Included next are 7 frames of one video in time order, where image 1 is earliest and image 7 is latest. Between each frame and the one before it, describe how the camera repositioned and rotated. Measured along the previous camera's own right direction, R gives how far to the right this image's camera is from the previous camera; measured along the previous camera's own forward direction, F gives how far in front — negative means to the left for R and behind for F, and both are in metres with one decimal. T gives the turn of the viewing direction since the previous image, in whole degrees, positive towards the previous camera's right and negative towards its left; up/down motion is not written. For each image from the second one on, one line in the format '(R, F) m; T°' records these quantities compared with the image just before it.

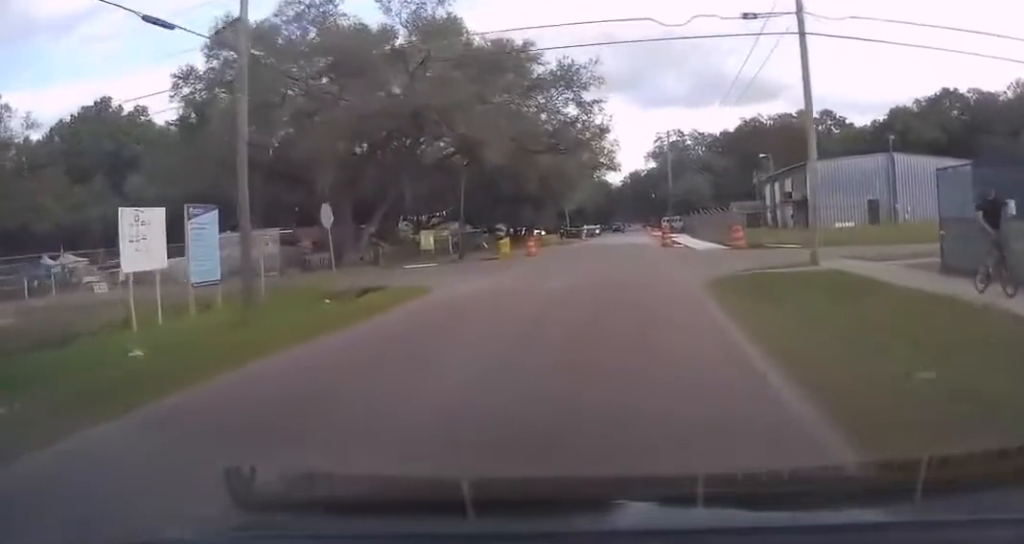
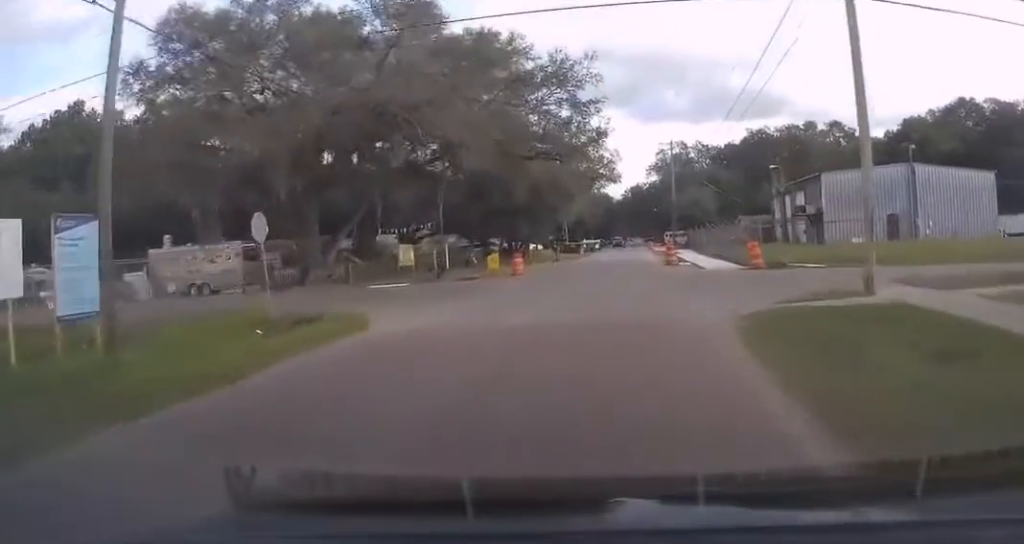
(0.0, +4.6) m; 0°
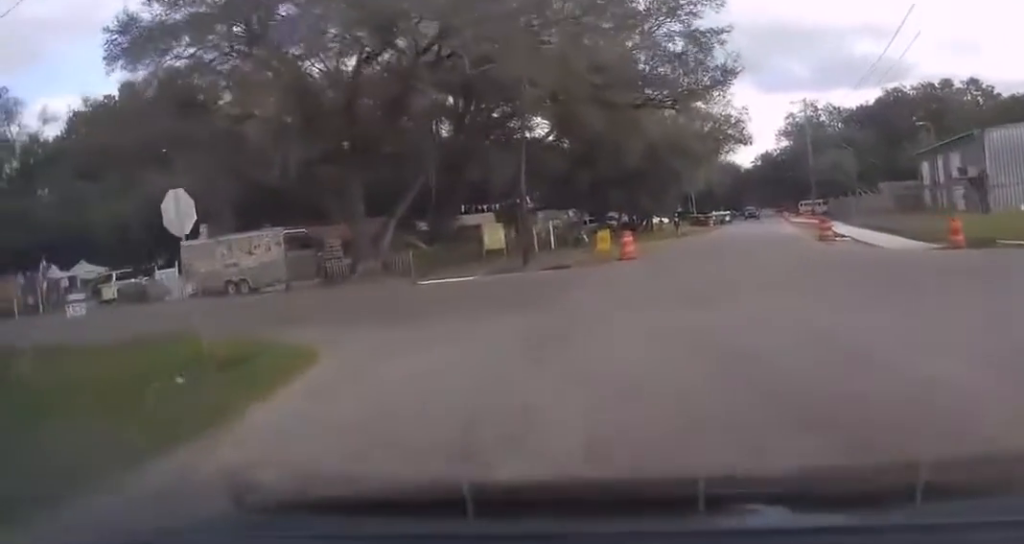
(+0.1, +8.6) m; -7°
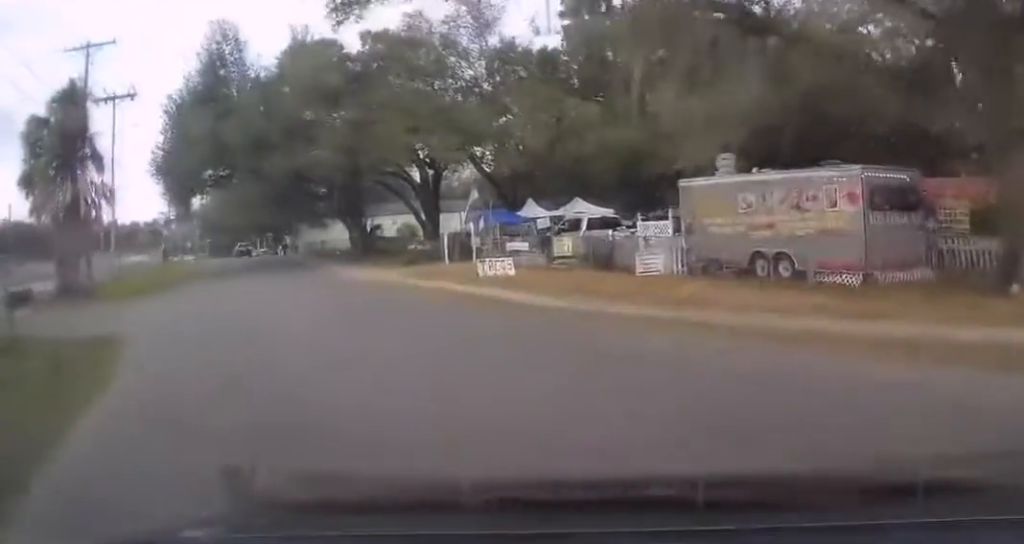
(-5.1, +14.8) m; -38°
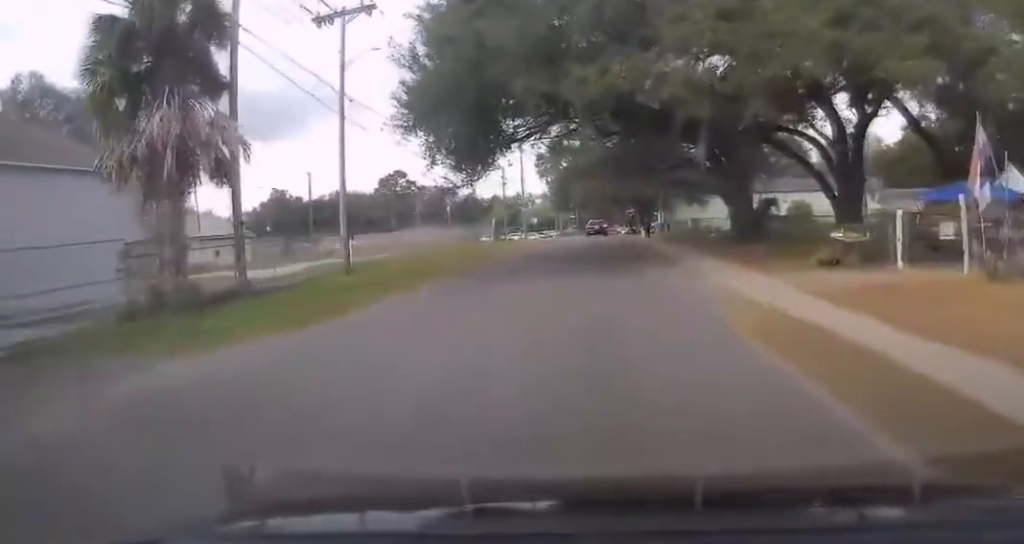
(-3.2, +14.1) m; -22°
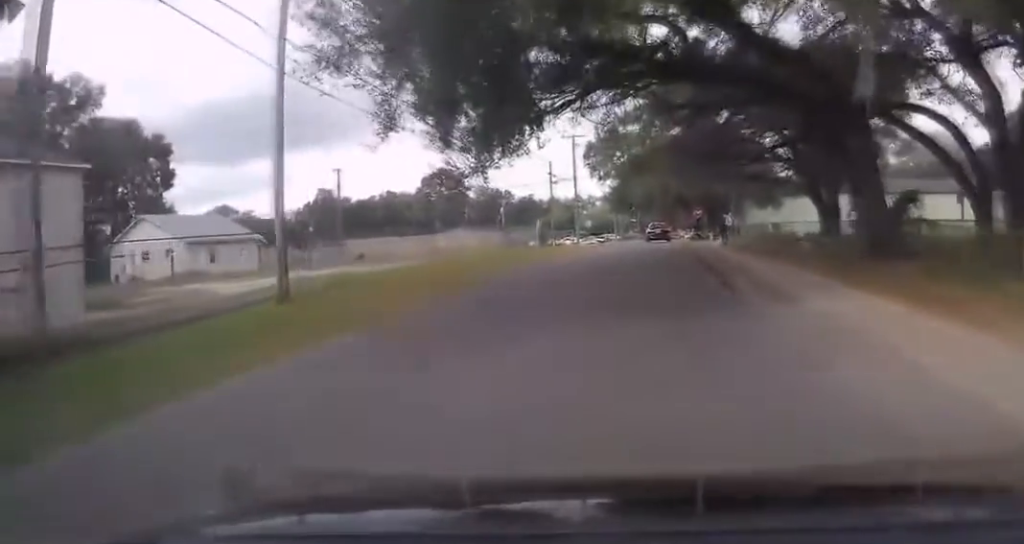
(-0.6, +8.6) m; -9°
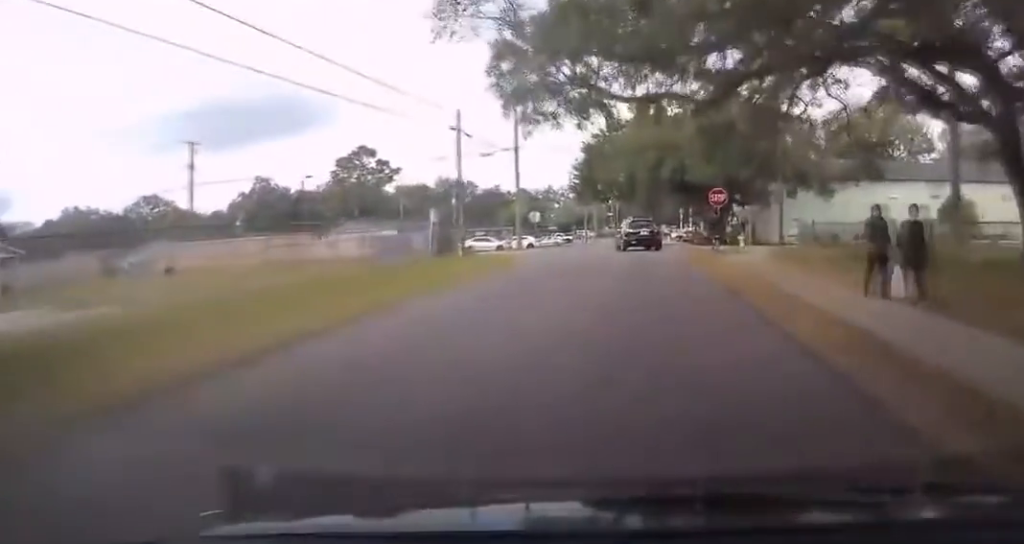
(-5.6, +24.6) m; -18°
